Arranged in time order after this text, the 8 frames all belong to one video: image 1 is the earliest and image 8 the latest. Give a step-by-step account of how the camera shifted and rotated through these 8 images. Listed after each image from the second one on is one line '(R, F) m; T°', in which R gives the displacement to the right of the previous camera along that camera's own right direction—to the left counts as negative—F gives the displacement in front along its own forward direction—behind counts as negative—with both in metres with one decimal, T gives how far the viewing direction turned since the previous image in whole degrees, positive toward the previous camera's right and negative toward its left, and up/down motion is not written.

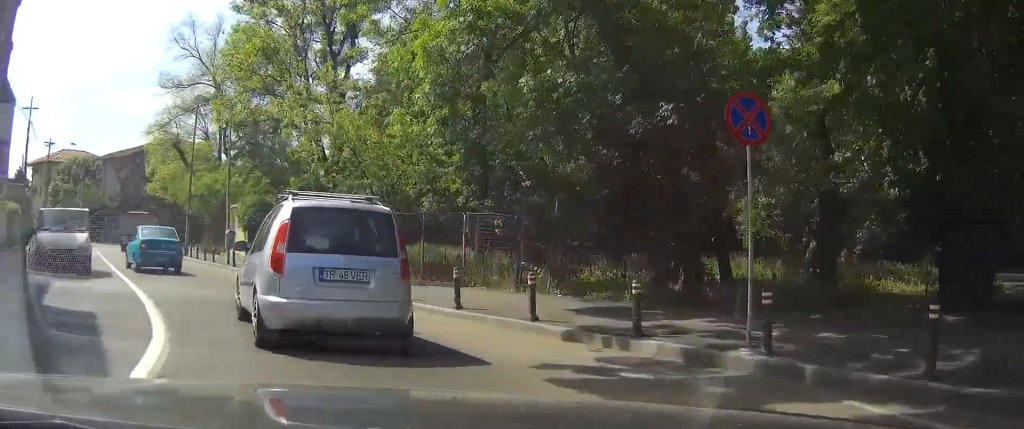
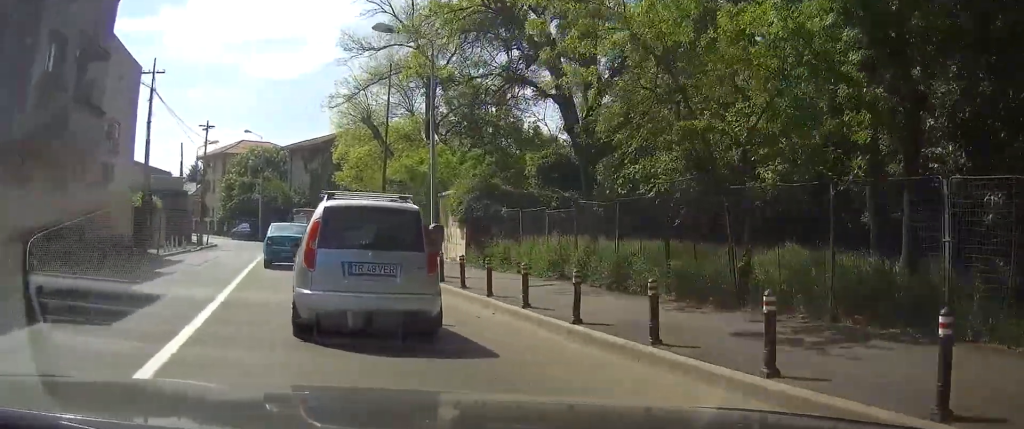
(-1.5, +11.1) m; -20°
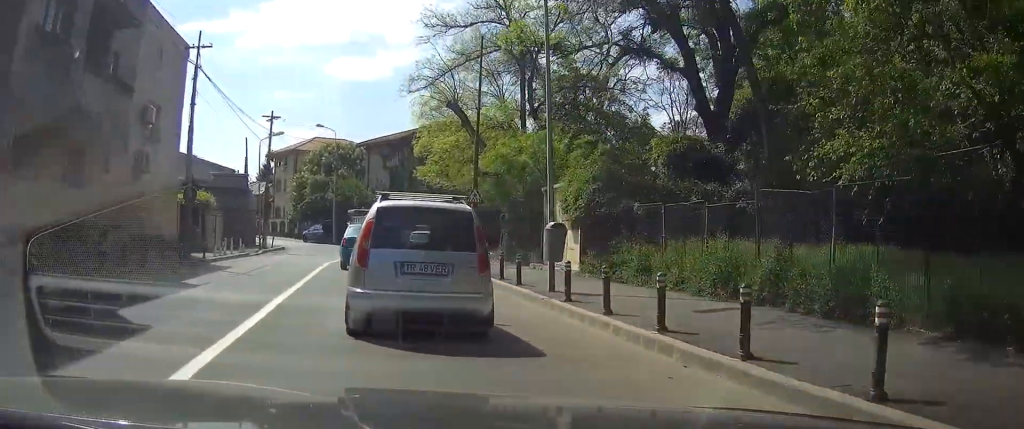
(-0.5, +5.2) m; -3°
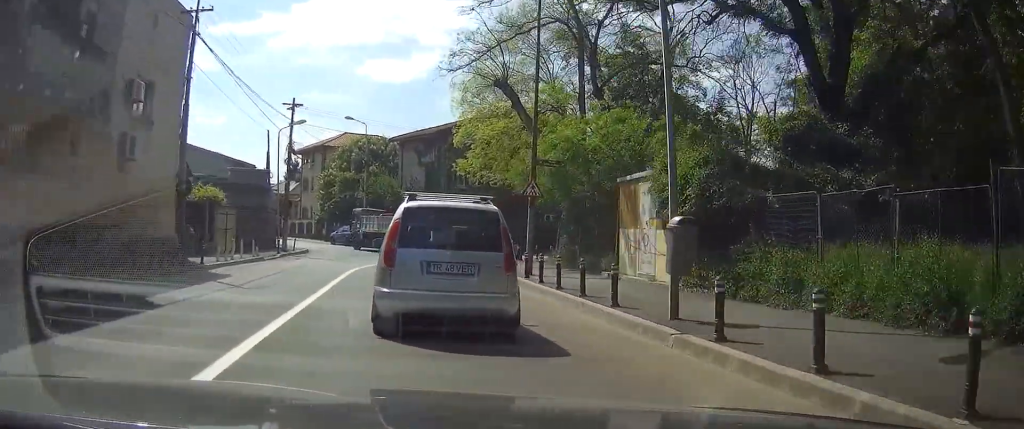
(-0.1, +5.2) m; -1°
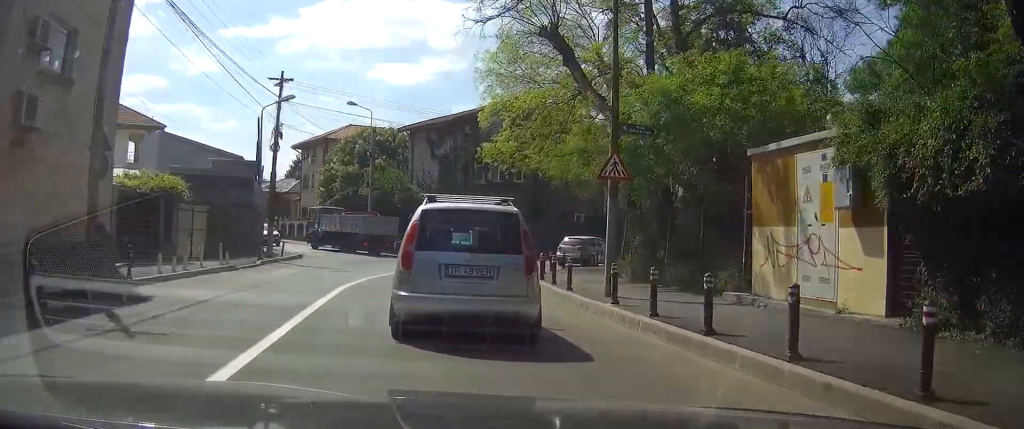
(0.0, +7.9) m; -2°
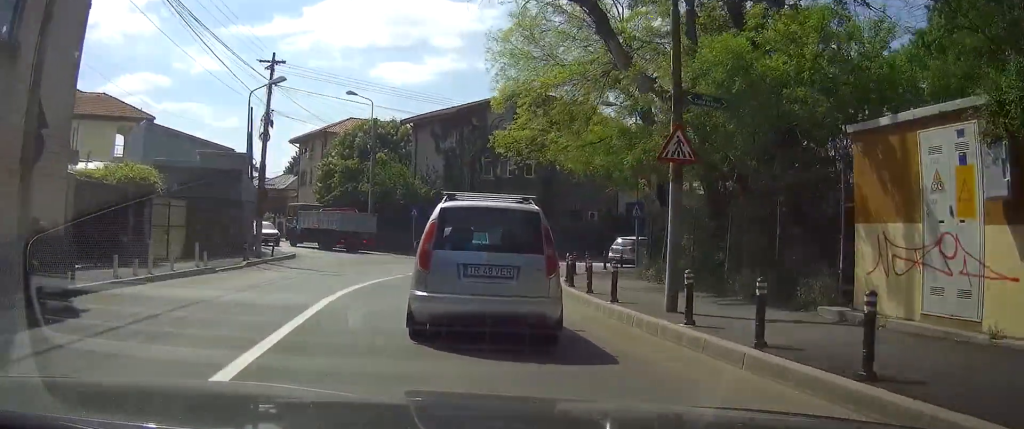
(+0.1, +3.5) m; -2°
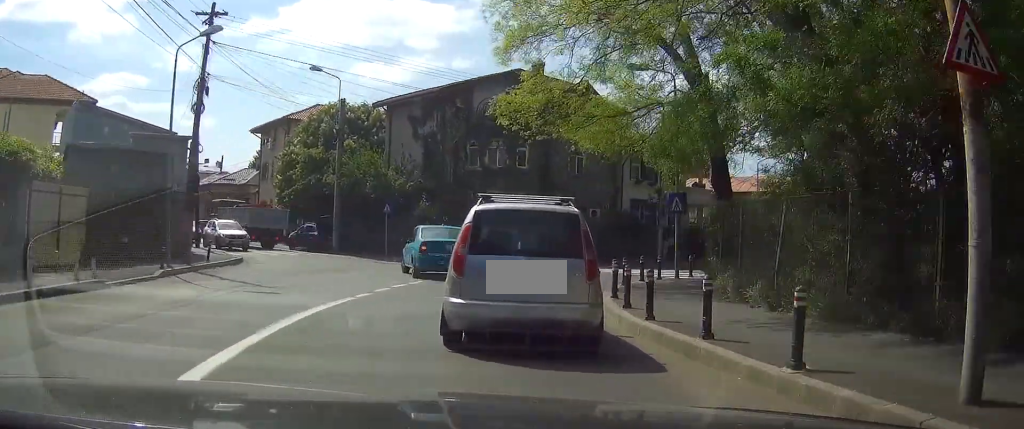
(-0.4, +7.6) m; -7°
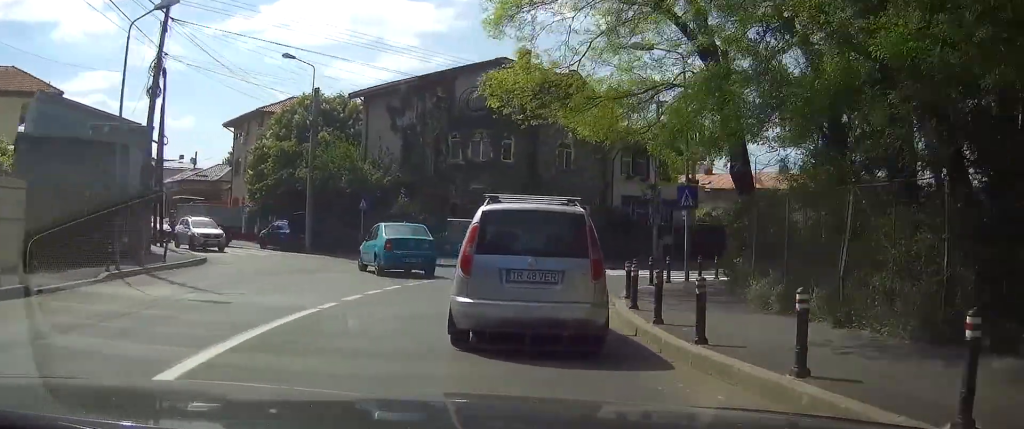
(-0.2, +2.8) m; -3°
